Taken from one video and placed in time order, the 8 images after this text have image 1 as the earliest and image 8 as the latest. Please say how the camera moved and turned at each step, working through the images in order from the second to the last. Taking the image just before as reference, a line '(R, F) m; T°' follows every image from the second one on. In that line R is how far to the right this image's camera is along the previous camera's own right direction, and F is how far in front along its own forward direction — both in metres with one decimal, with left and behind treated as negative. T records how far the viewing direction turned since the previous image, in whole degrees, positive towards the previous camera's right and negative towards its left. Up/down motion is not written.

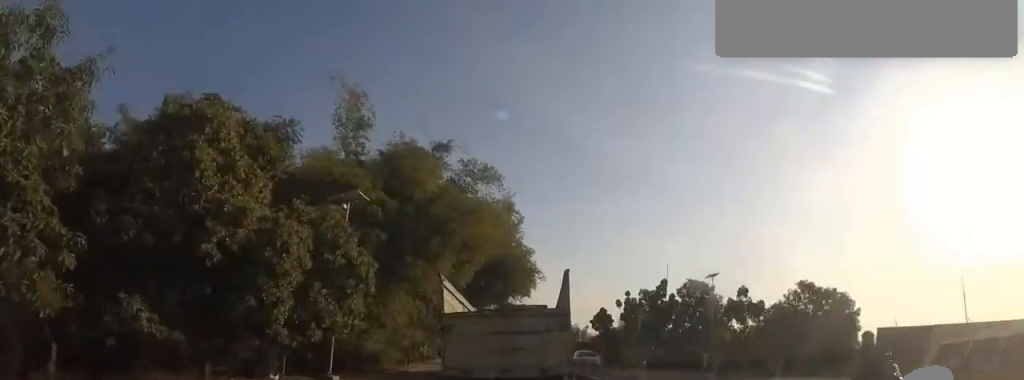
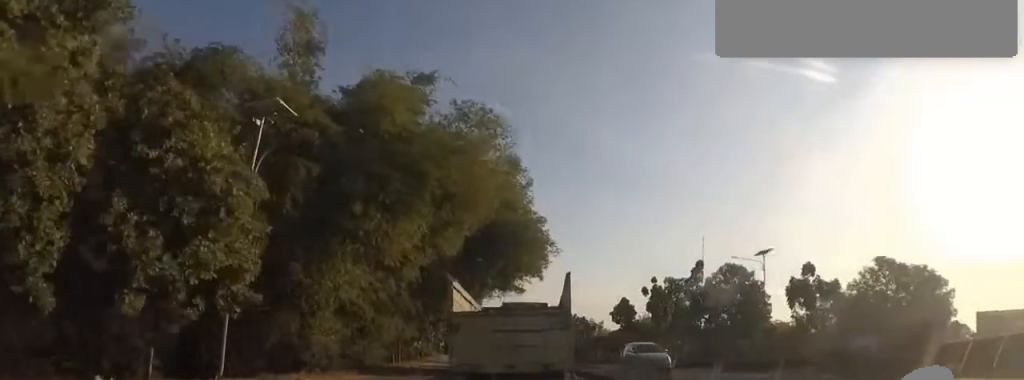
(+0.3, +7.6) m; -1°
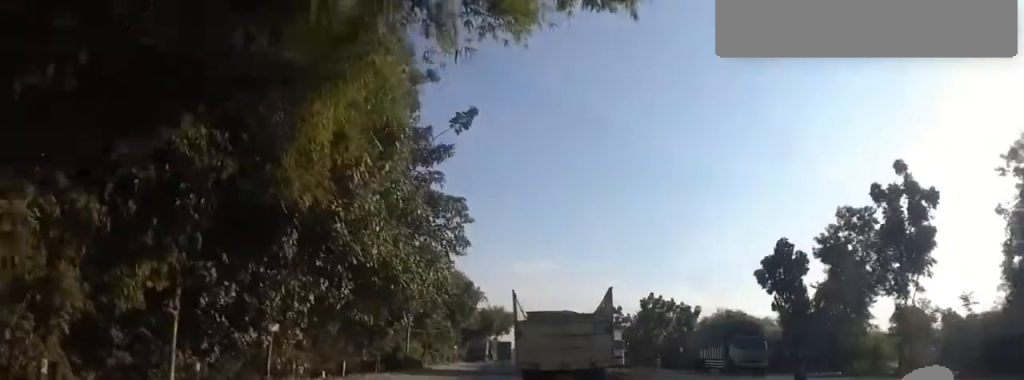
(-3.7, +30.1) m; -9°
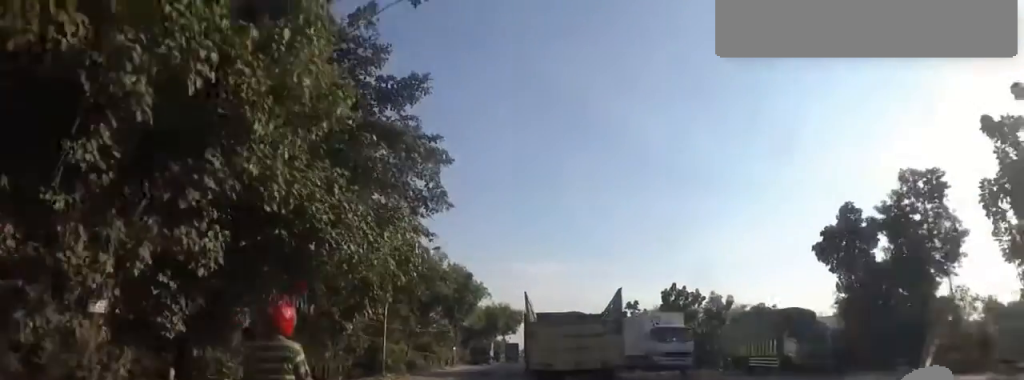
(-0.1, +6.5) m; 0°
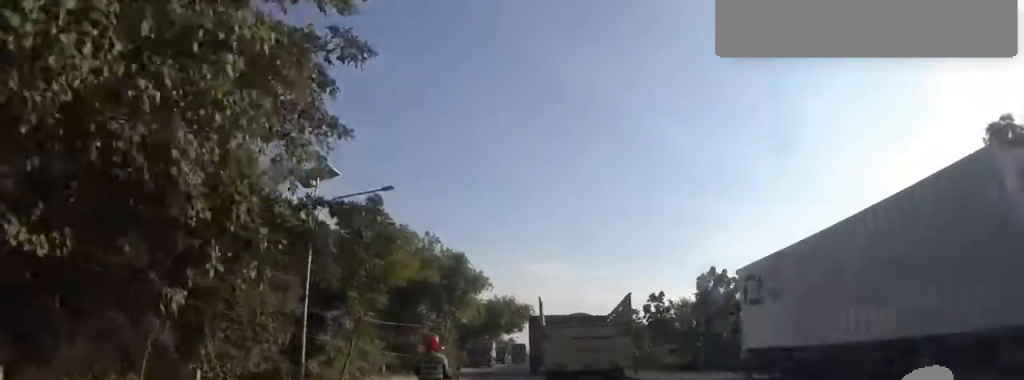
(+0.9, +9.8) m; 0°
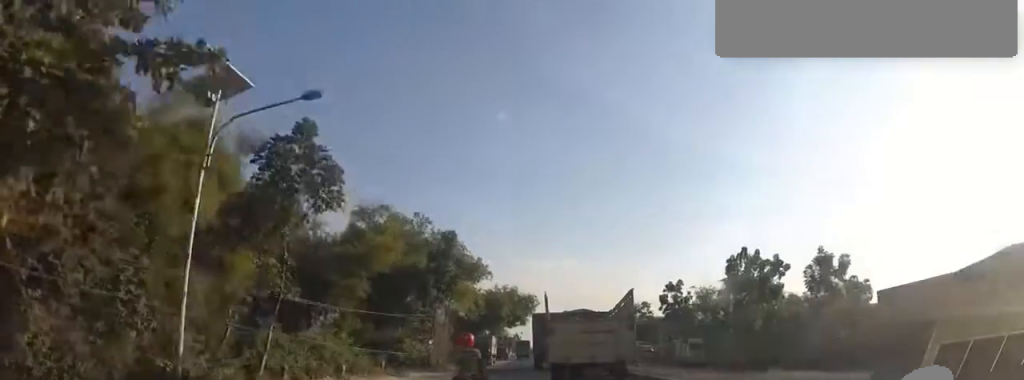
(-0.6, +6.3) m; -2°
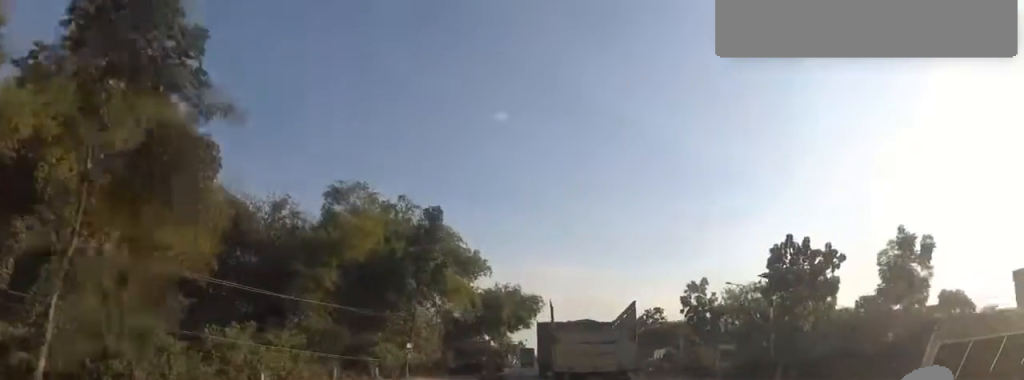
(-0.4, +6.7) m; -2°
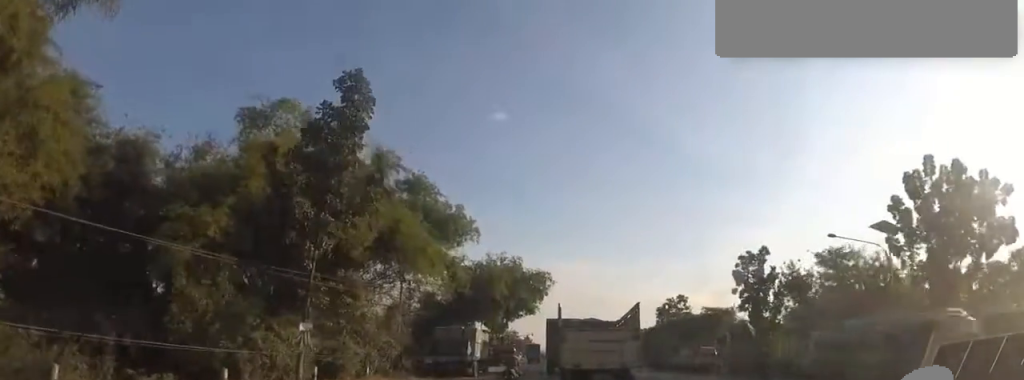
(+0.3, +13.1) m; -4°
